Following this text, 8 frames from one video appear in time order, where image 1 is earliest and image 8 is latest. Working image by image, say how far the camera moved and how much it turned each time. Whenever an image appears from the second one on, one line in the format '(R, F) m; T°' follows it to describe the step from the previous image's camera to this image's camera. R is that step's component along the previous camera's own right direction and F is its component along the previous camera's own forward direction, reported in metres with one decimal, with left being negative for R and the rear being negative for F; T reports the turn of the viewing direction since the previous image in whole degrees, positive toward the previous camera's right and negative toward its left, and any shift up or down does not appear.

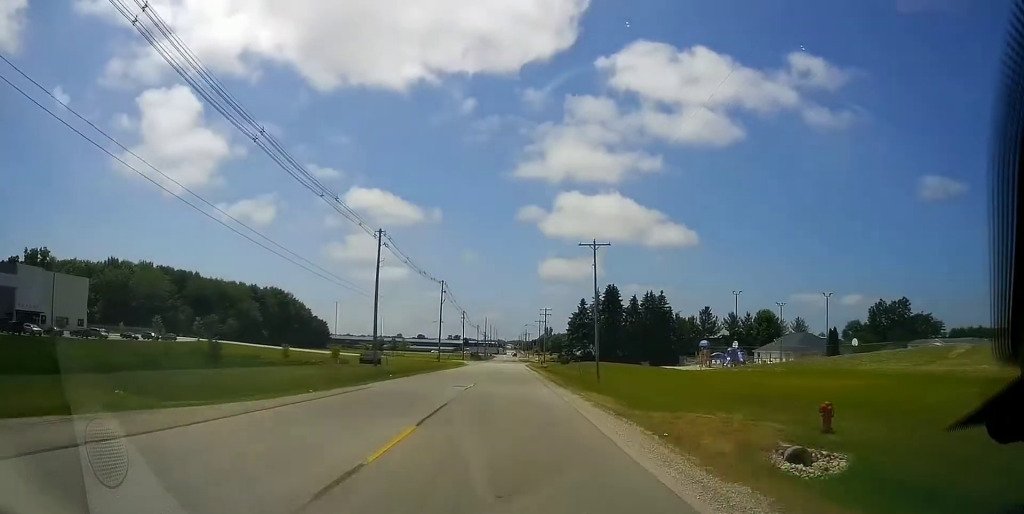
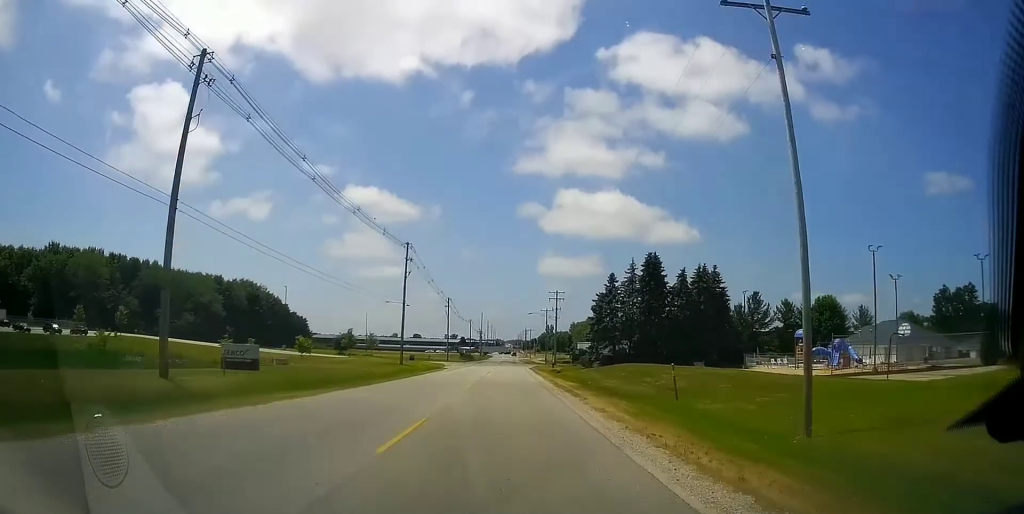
(0.0, +32.8) m; 0°
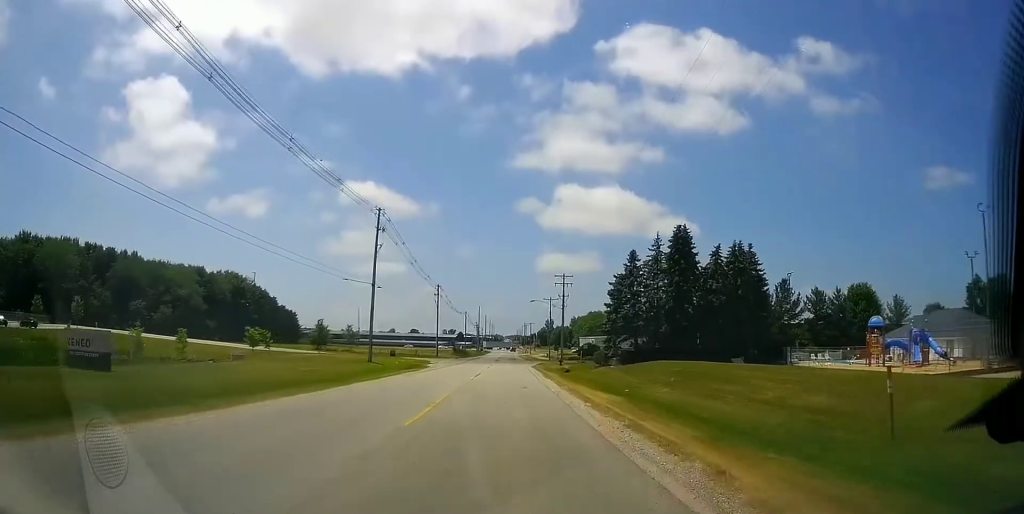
(0.0, +13.8) m; 0°
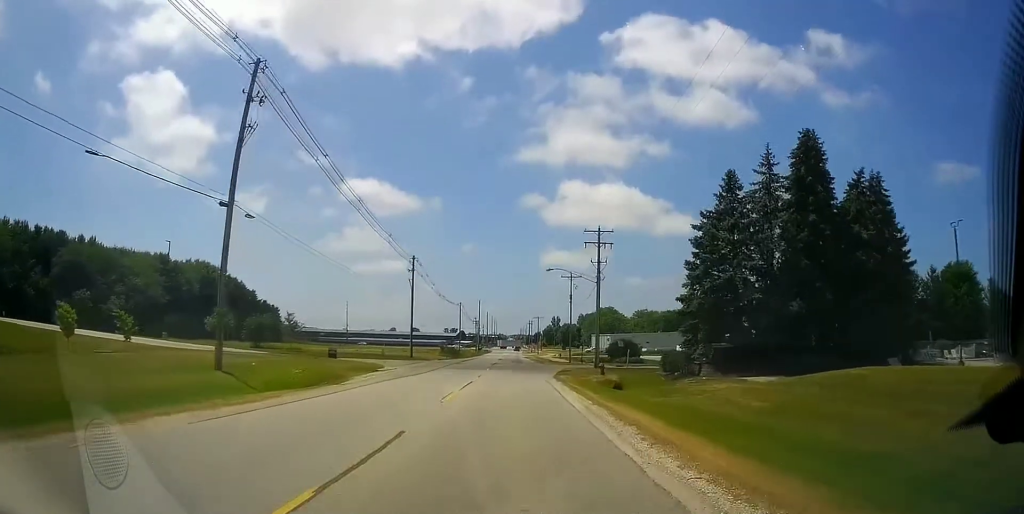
(0.0, +28.3) m; 0°
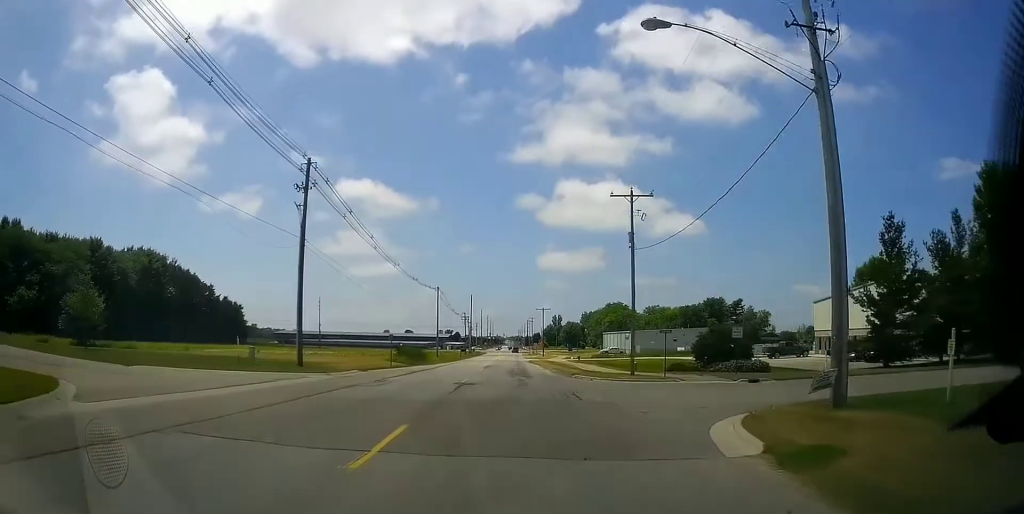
(0.0, +37.2) m; 0°
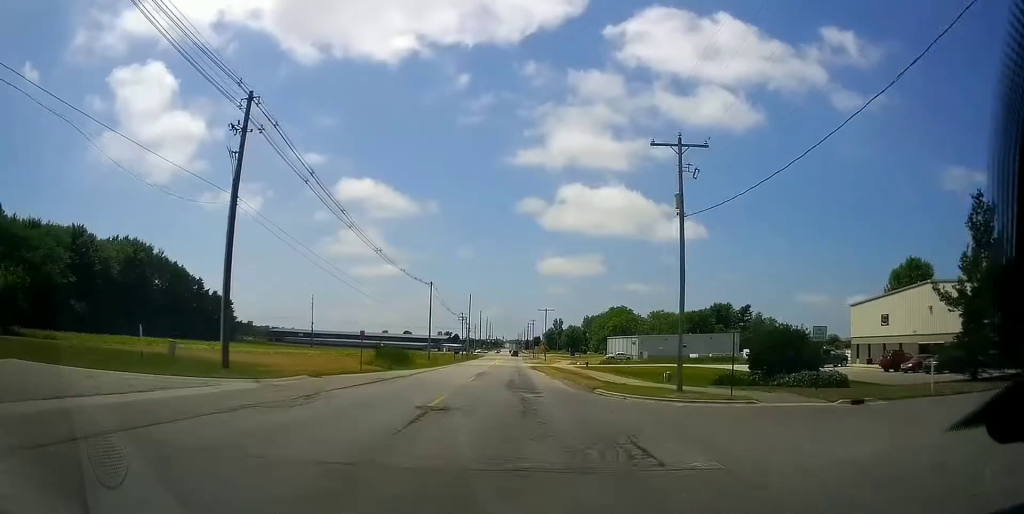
(0.0, +9.4) m; 0°
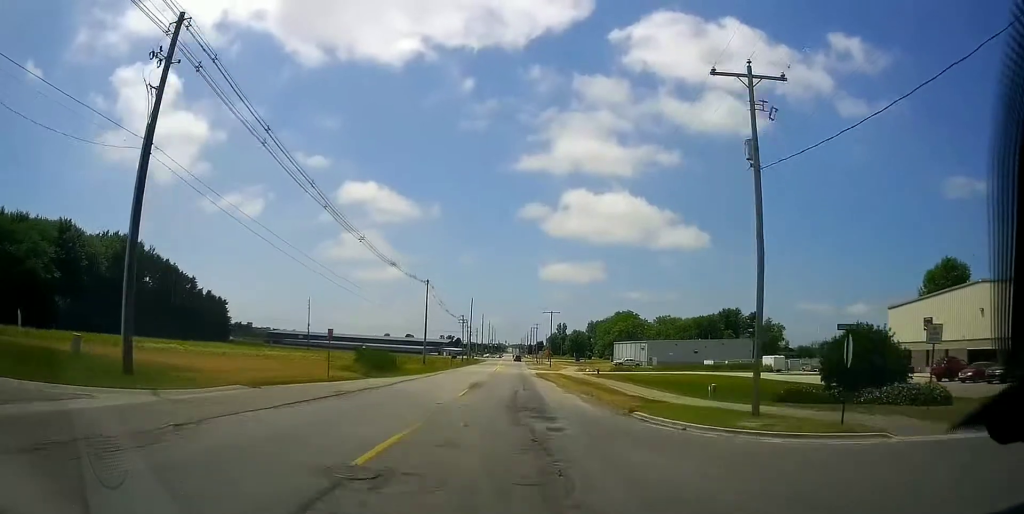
(0.0, +7.5) m; 0°
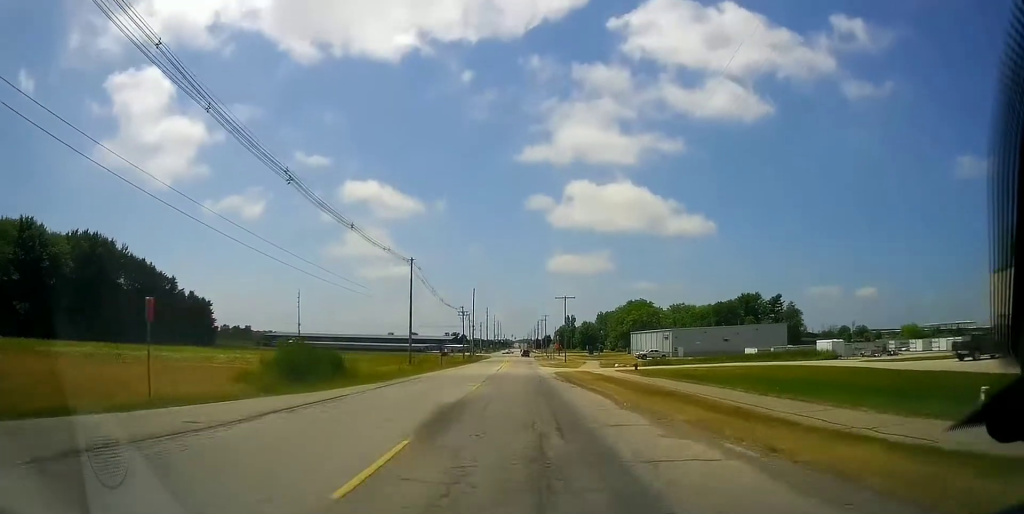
(0.0, +17.1) m; 0°
